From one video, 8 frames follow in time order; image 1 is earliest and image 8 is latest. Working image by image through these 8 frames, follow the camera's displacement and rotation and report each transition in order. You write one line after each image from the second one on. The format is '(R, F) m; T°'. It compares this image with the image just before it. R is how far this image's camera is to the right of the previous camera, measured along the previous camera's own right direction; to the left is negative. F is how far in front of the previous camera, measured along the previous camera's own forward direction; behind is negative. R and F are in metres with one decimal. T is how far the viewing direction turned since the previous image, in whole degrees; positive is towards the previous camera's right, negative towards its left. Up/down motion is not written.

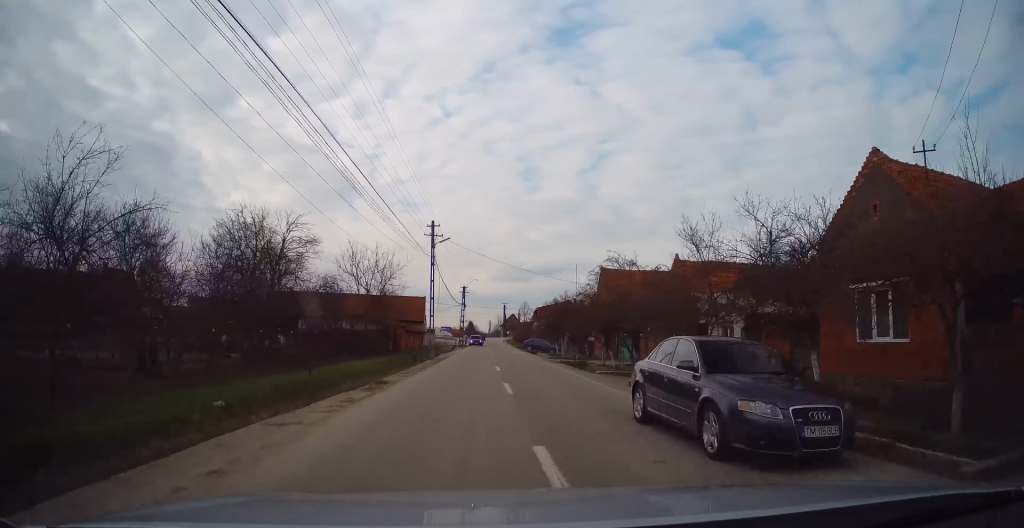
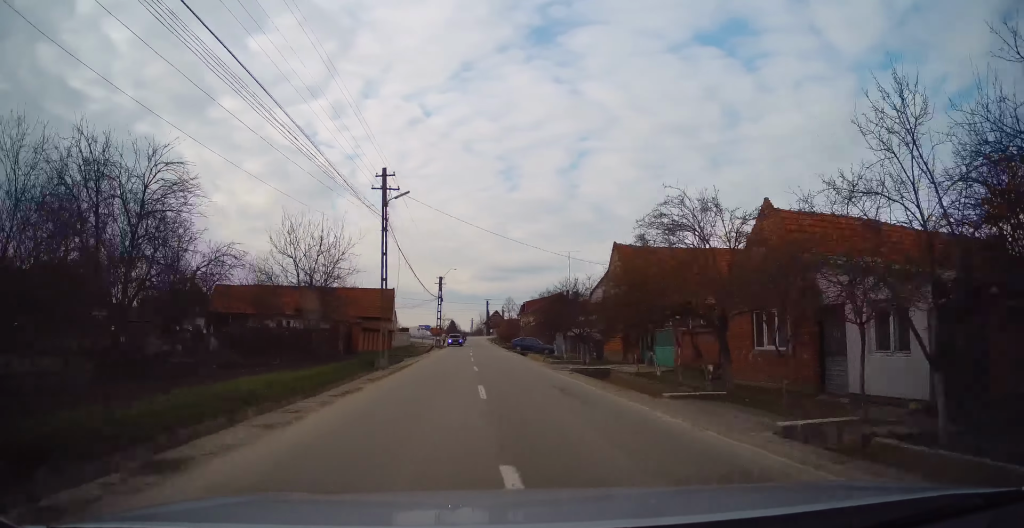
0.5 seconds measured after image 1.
(+0.2, +9.9) m; +2°
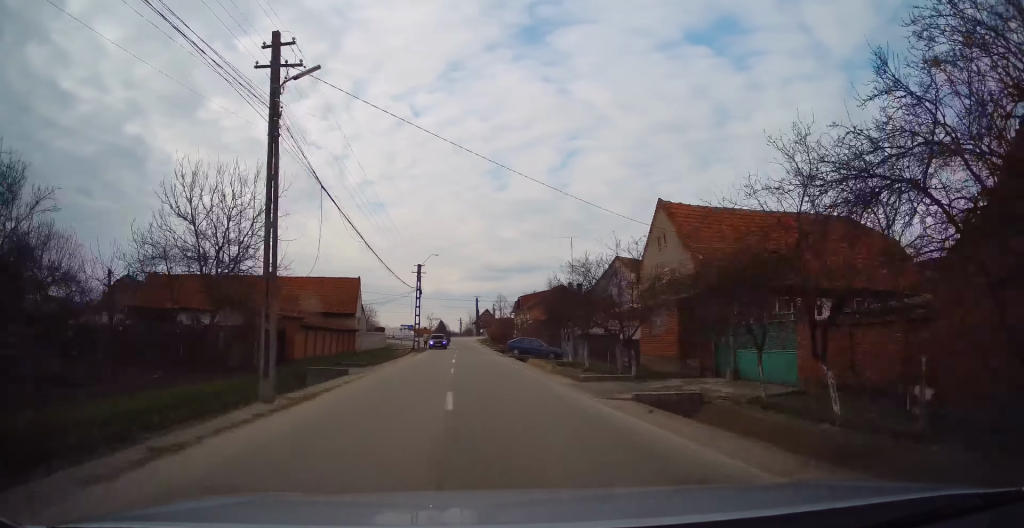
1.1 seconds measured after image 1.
(+0.1, +10.2) m; +1°
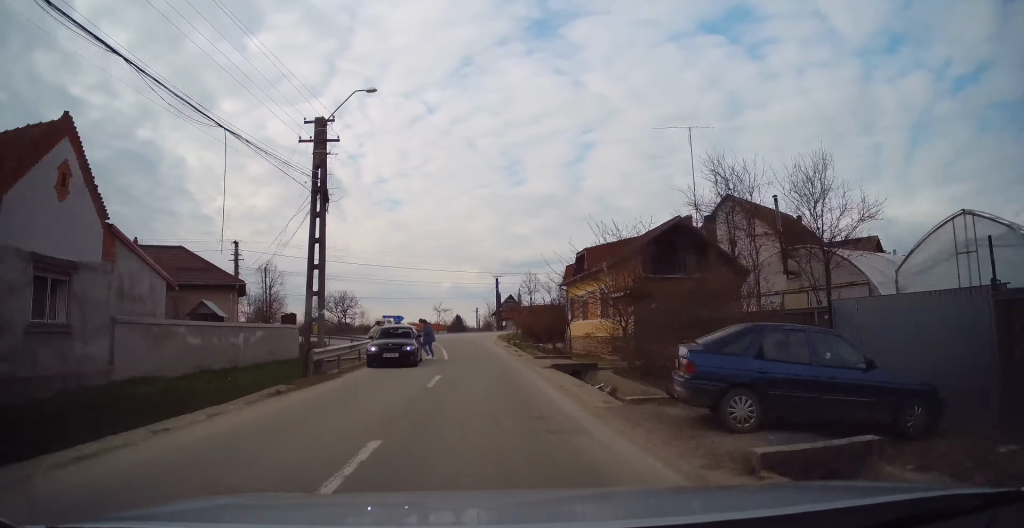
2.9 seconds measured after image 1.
(-0.3, +30.7) m; -2°
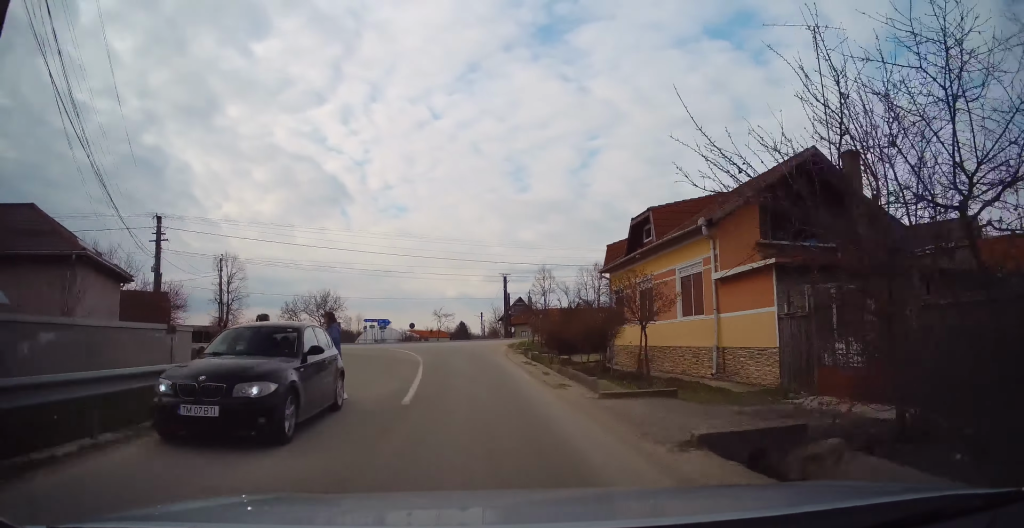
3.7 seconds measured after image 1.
(0.0, +11.7) m; -1°
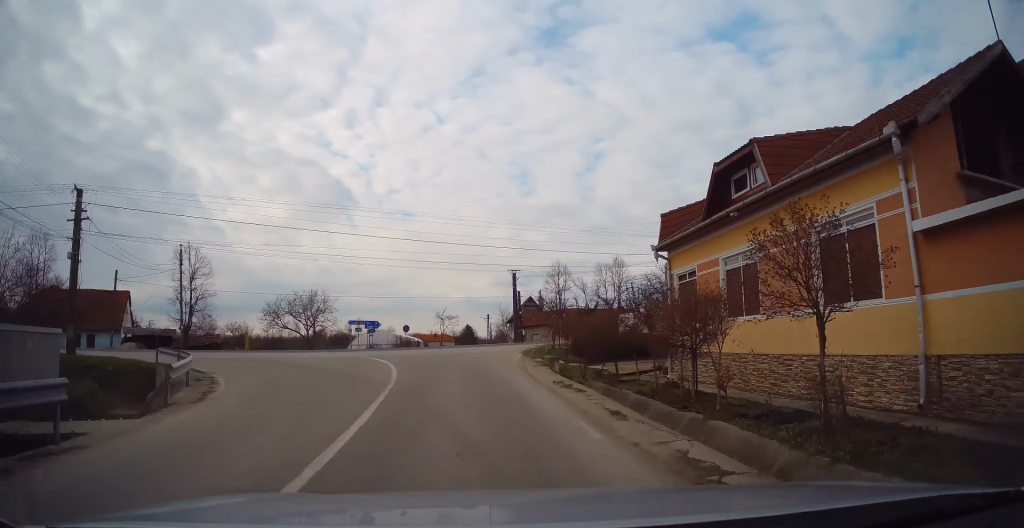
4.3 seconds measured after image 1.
(-0.1, +7.1) m; -2°
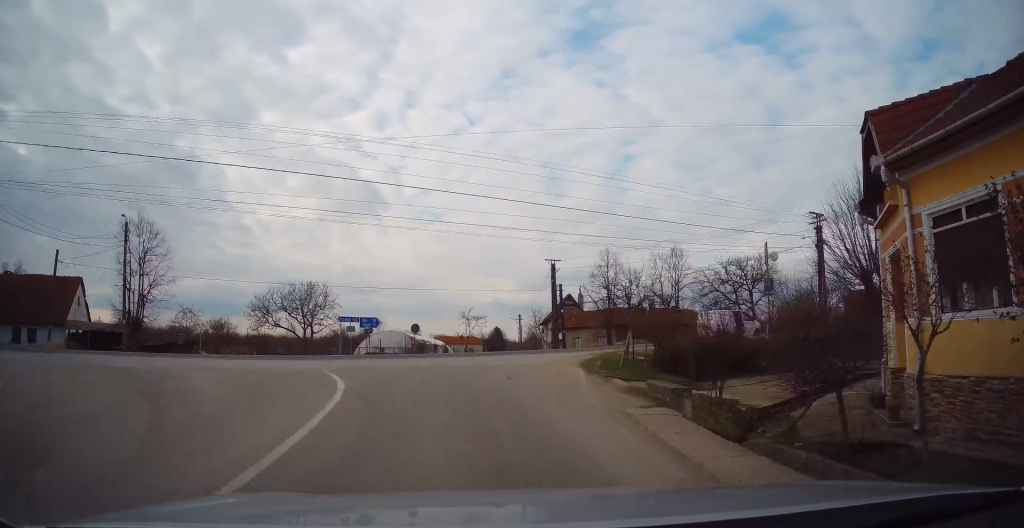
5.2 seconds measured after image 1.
(-0.2, +9.6) m; -4°
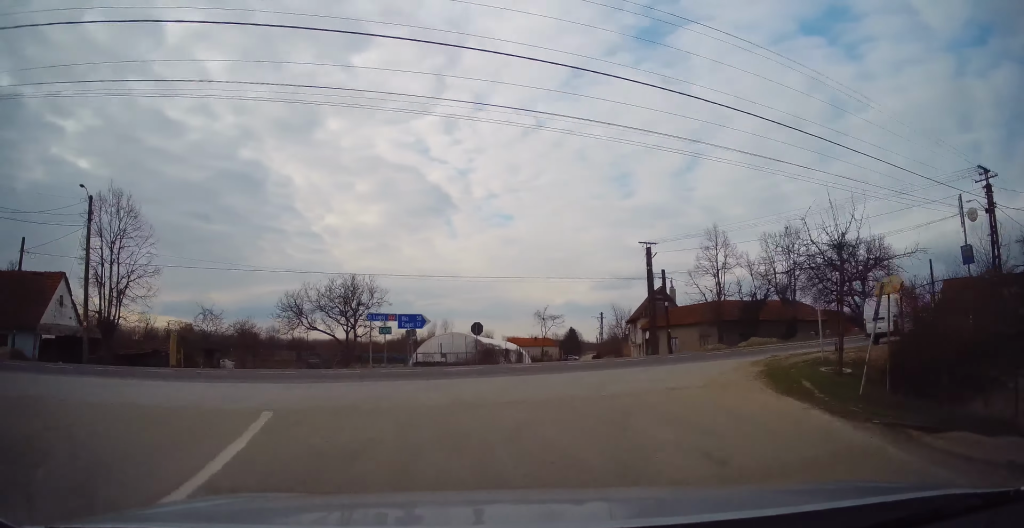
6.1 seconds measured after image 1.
(-0.5, +8.2) m; -8°
